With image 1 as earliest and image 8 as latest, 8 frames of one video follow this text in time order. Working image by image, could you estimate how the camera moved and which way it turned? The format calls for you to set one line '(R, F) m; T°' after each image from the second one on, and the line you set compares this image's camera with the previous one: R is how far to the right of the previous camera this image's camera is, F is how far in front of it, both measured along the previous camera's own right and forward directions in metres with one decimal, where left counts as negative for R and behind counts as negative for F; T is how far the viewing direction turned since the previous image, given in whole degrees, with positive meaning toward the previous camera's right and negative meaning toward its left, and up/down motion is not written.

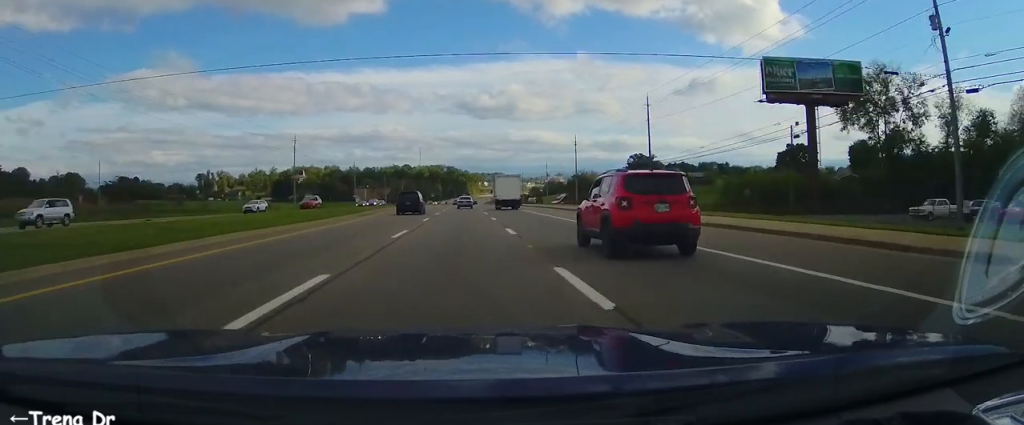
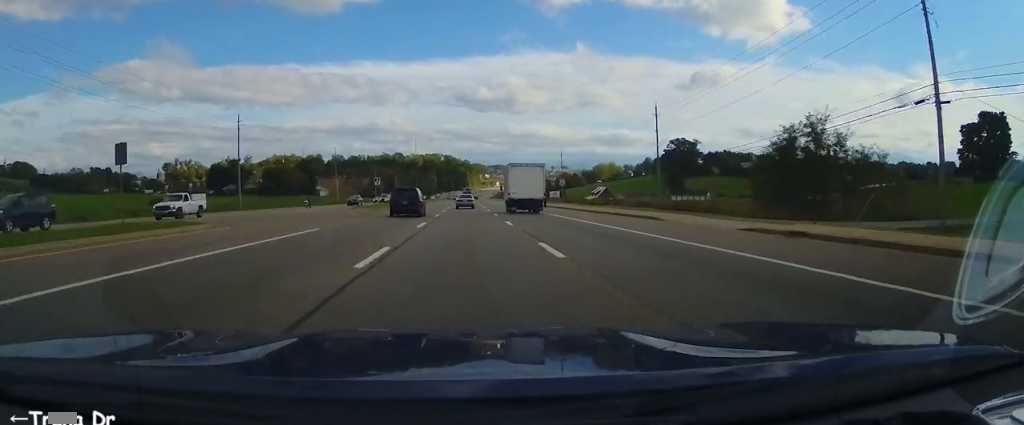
(-0.4, +92.1) m; 0°
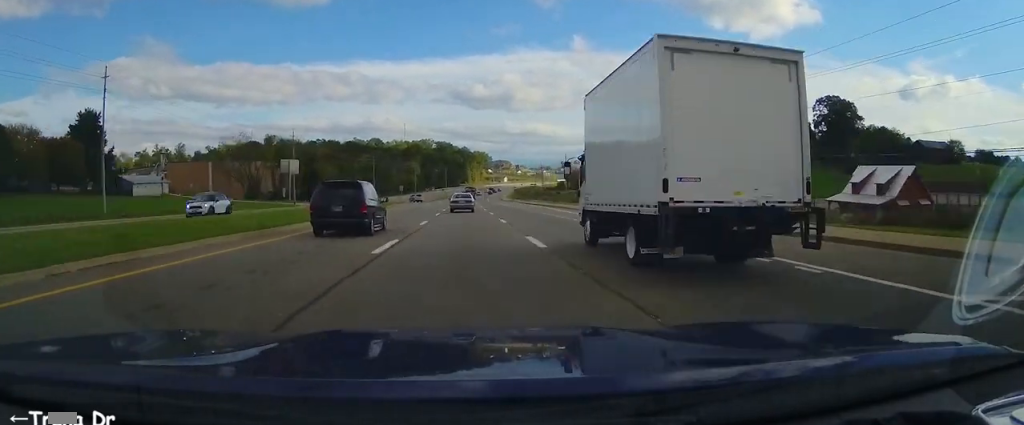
(+0.6, +165.6) m; 0°
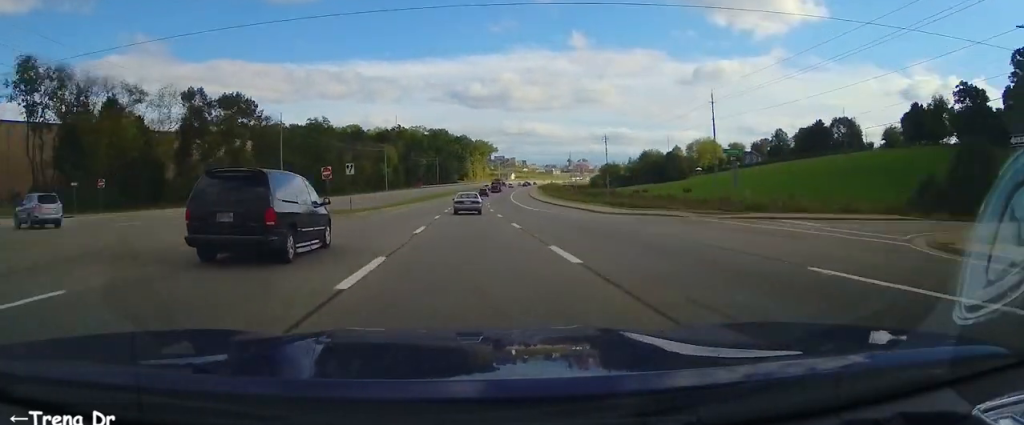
(+0.5, +98.8) m; +2°
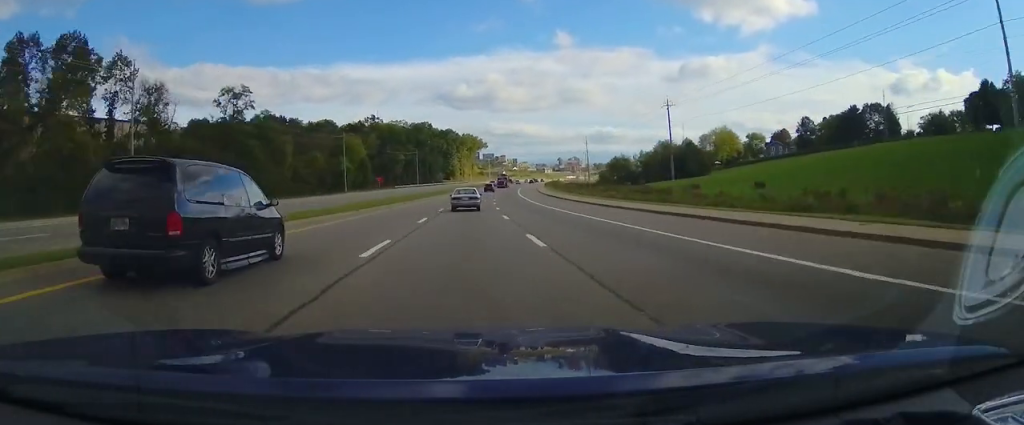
(+0.3, +43.8) m; +2°
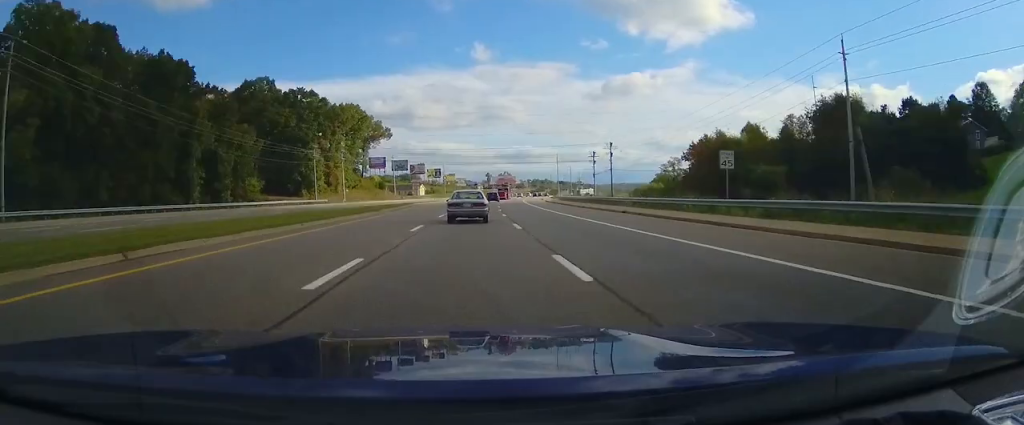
(+12.6, +171.1) m; +10°
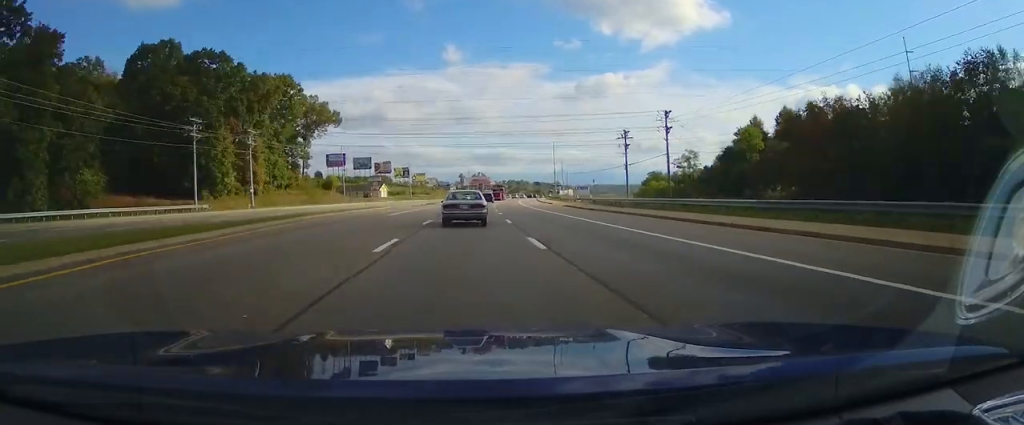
(+2.3, +45.4) m; +3°
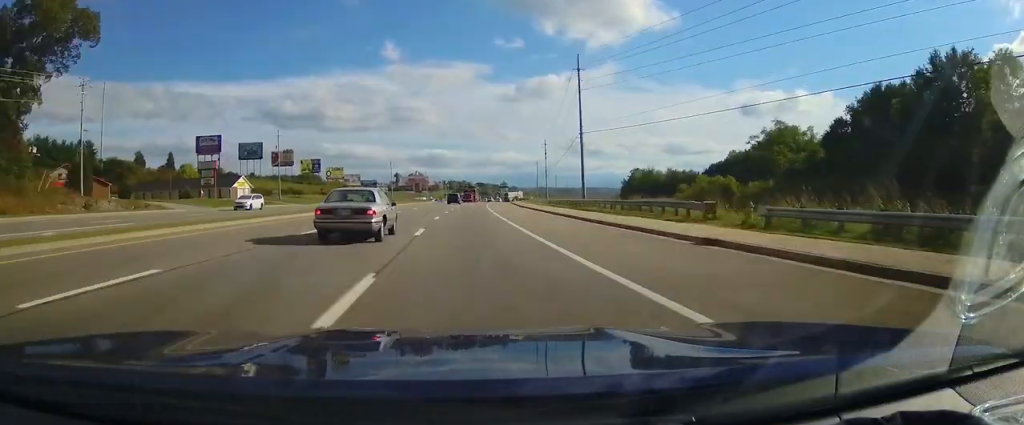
(+4.6, +93.7) m; +5°
